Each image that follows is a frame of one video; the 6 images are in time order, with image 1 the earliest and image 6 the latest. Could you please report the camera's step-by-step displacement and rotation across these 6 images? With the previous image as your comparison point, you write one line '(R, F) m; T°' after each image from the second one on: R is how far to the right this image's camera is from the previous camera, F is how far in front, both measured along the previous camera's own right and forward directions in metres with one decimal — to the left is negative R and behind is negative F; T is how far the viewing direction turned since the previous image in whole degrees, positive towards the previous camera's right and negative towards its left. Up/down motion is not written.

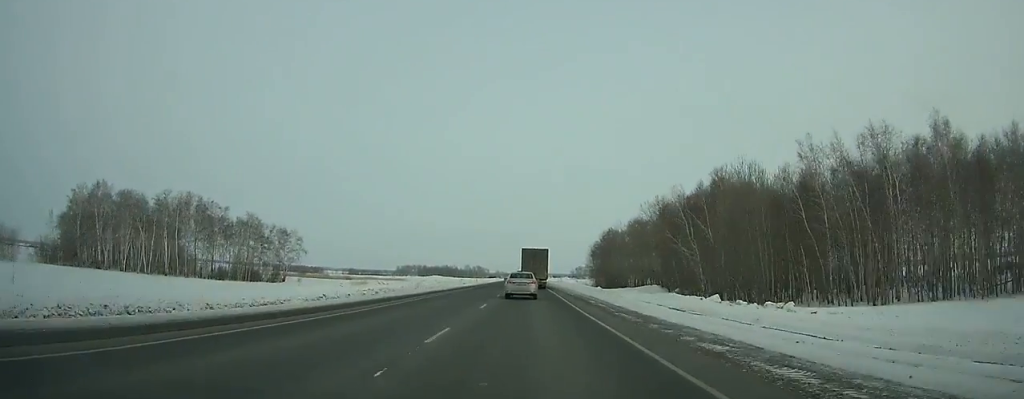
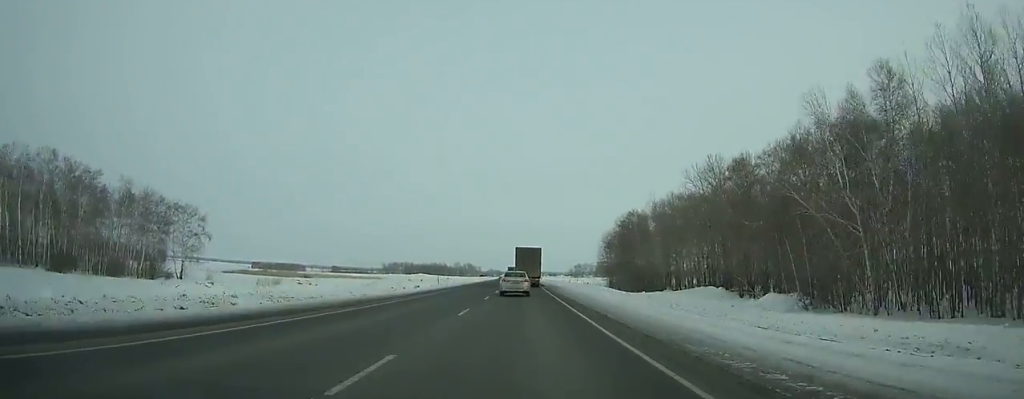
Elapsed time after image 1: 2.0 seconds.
(+0.1, +41.7) m; 0°
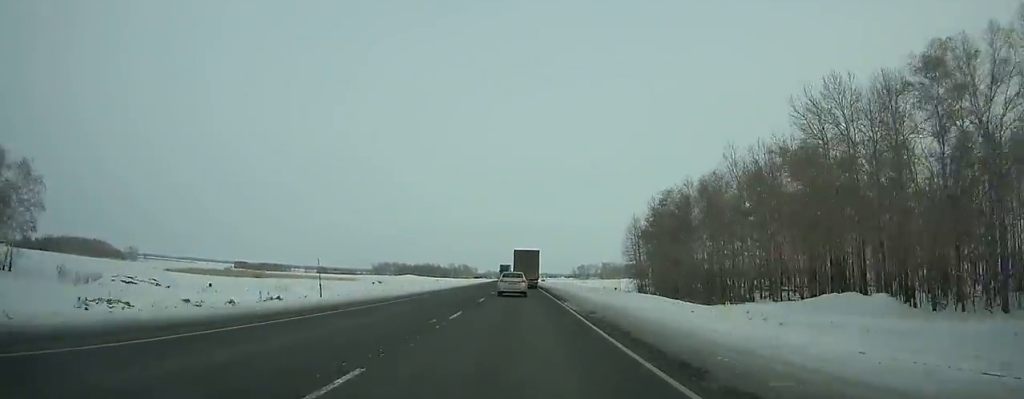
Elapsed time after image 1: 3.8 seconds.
(0.0, +37.5) m; 0°
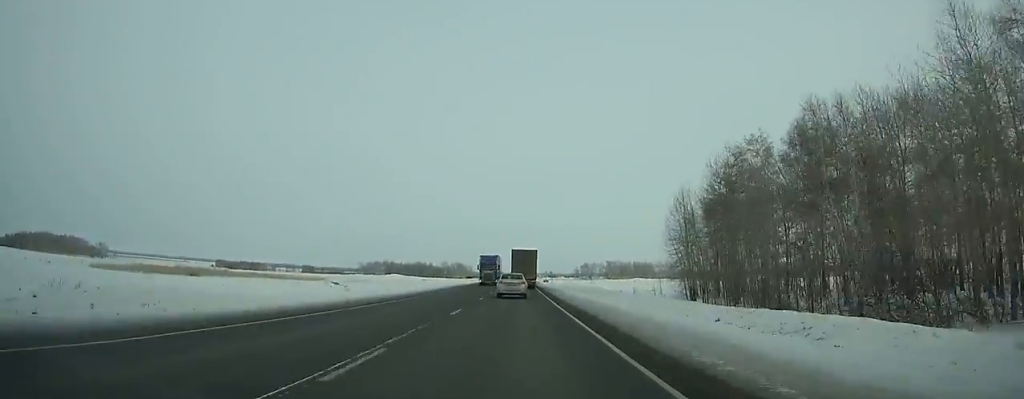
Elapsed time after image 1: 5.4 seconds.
(-0.1, +33.5) m; 0°
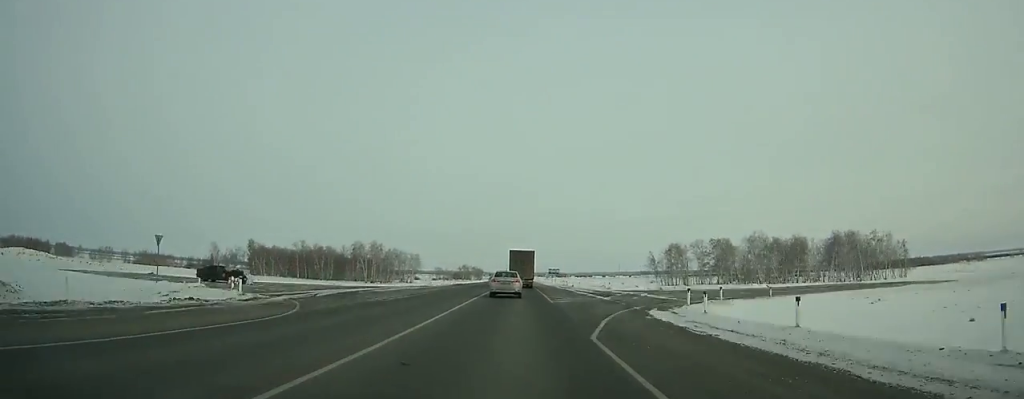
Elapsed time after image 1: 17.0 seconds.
(+0.8, +244.3) m; 0°
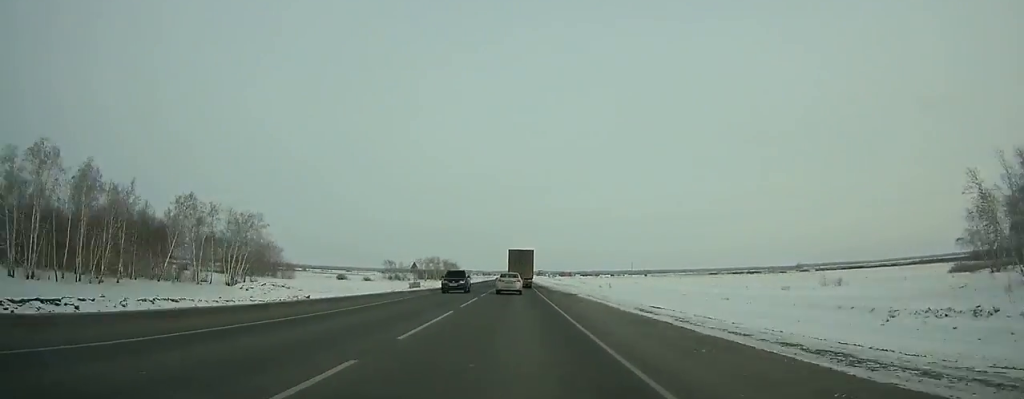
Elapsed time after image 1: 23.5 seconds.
(-0.4, +139.8) m; 0°
